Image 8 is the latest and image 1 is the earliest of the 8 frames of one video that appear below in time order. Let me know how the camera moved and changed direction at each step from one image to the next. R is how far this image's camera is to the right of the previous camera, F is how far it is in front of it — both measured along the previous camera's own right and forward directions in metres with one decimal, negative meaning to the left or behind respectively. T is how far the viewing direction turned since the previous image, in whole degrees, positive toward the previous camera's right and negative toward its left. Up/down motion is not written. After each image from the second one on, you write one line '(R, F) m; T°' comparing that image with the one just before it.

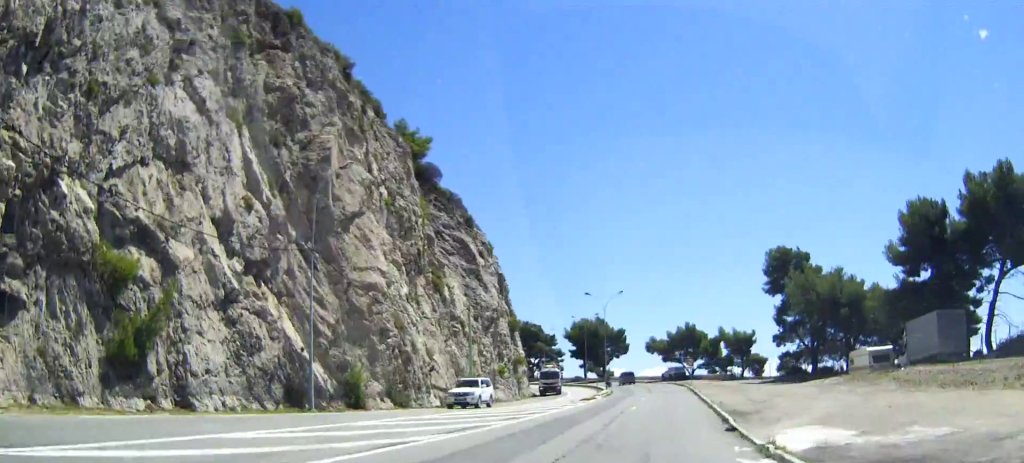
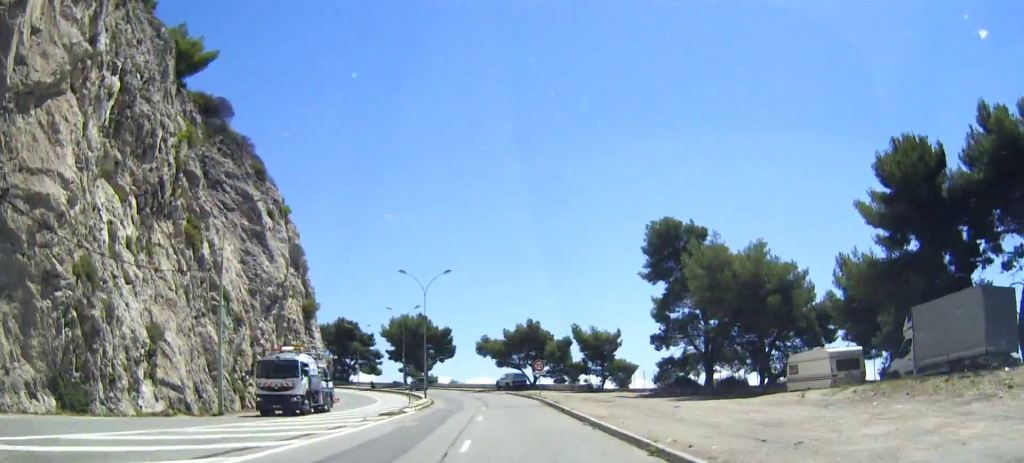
(+3.8, +17.2) m; +30°
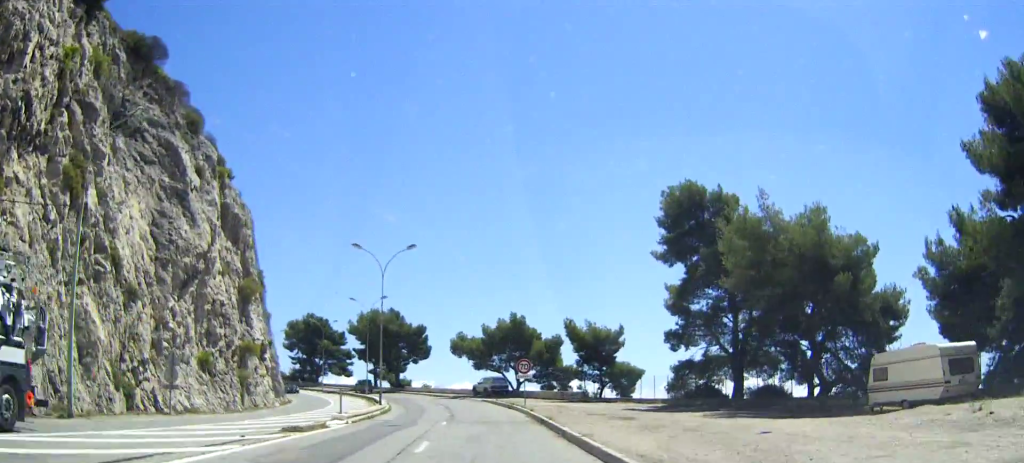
(+1.9, +11.5) m; +10°
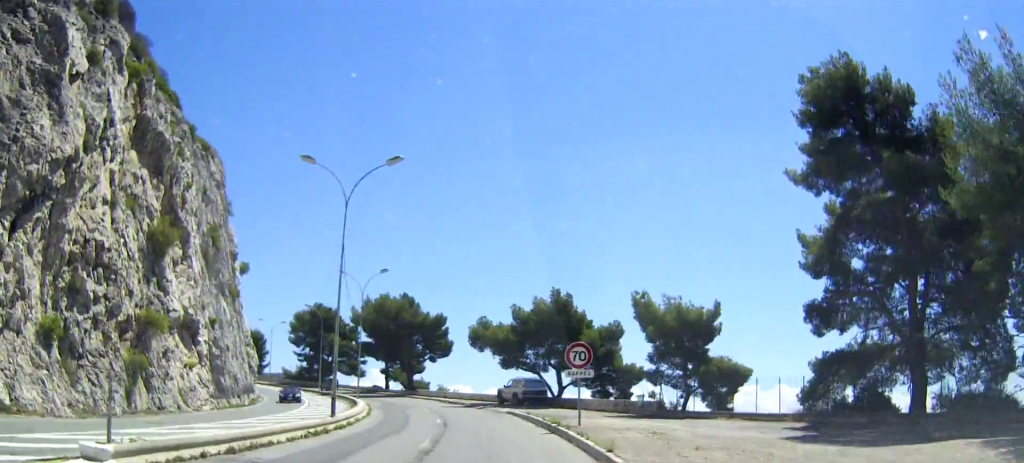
(+0.5, +18.4) m; 0°
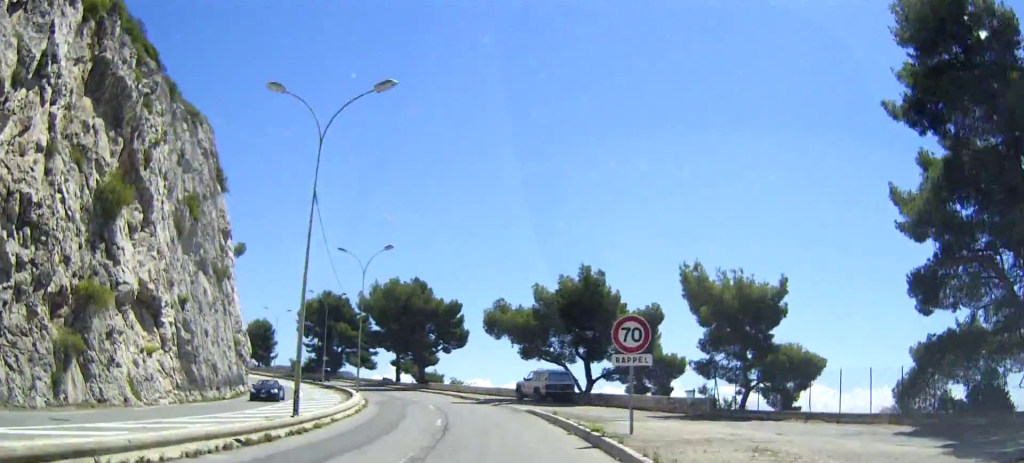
(-0.1, +7.0) m; 0°
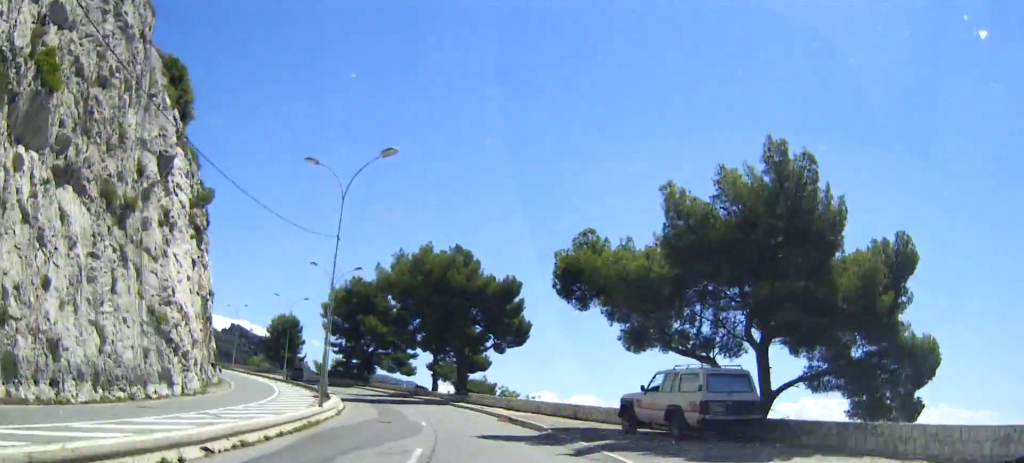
(-0.3, +22.6) m; -4°
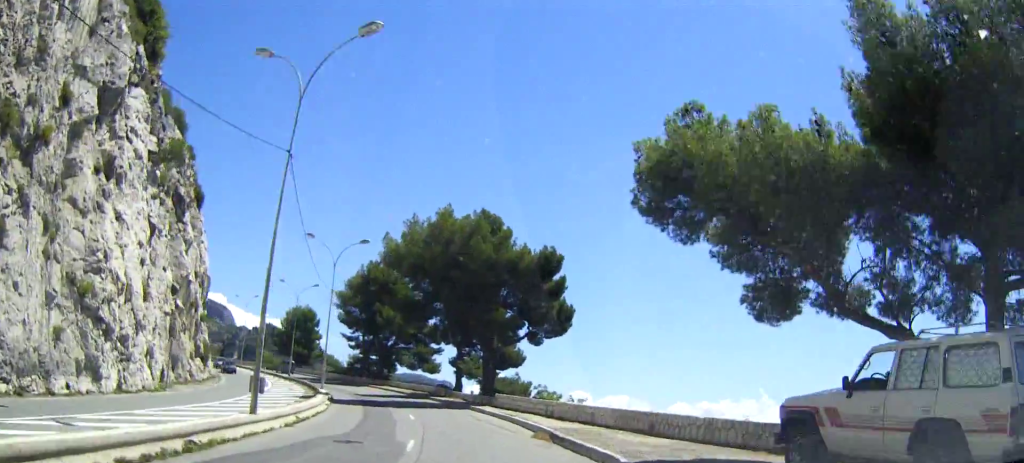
(-0.3, +10.5) m; -5°
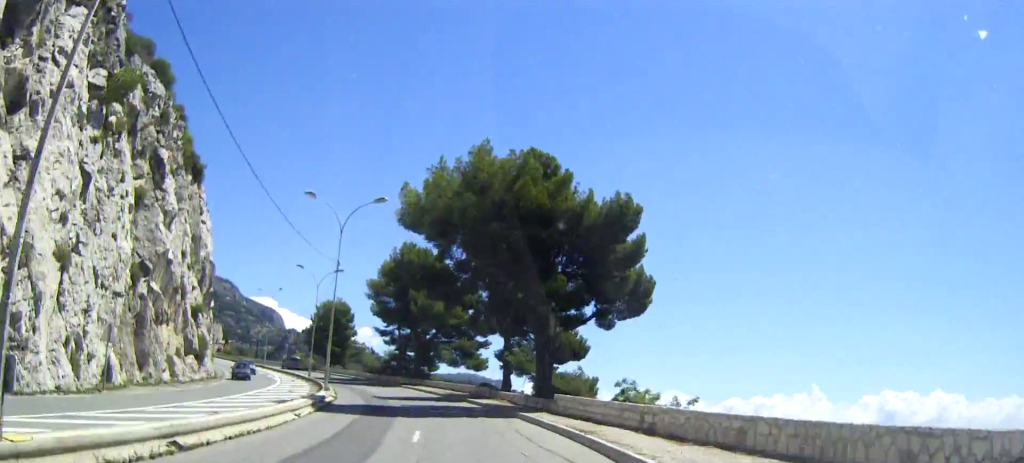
(-0.7, +11.4) m; -5°
